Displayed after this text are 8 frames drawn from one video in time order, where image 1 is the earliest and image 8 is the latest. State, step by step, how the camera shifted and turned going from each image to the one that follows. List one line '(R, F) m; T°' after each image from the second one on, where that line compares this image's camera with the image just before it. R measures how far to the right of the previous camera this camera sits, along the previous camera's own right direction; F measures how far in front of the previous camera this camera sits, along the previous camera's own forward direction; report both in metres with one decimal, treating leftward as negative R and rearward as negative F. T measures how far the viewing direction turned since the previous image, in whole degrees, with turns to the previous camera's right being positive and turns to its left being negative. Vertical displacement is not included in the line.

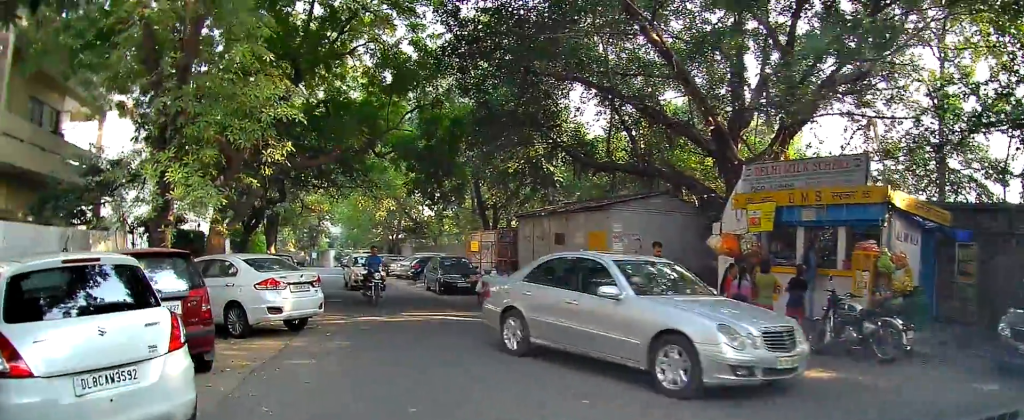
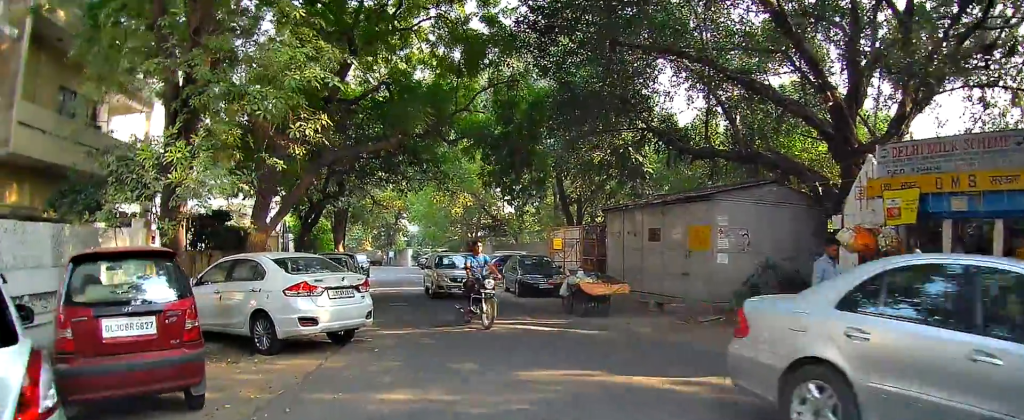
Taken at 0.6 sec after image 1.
(-0.3, +2.0) m; -8°
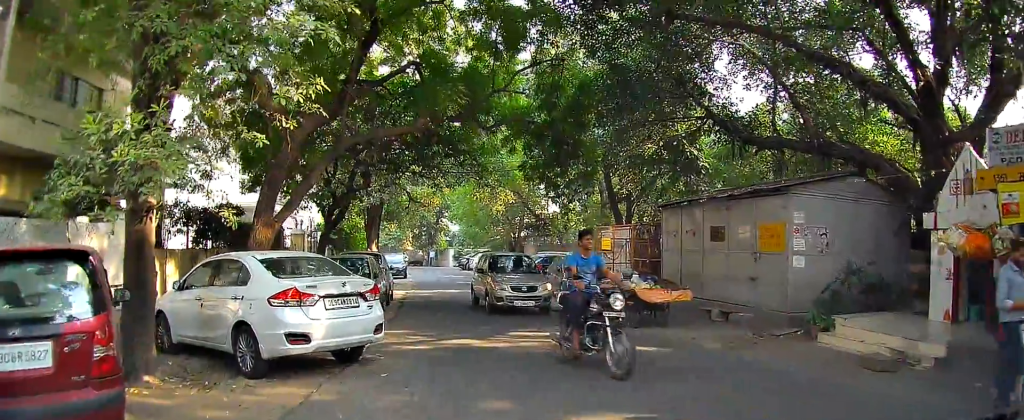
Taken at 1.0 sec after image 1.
(-0.1, +1.7) m; -6°
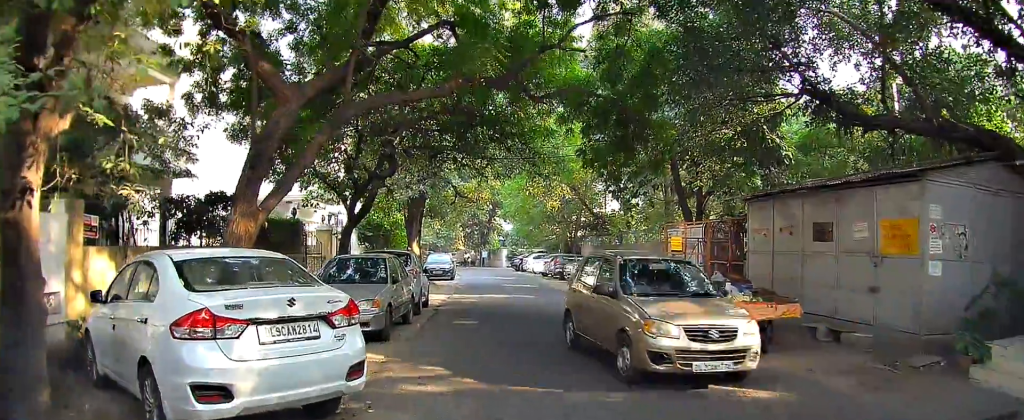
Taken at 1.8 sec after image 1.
(-0.2, +2.6) m; -6°
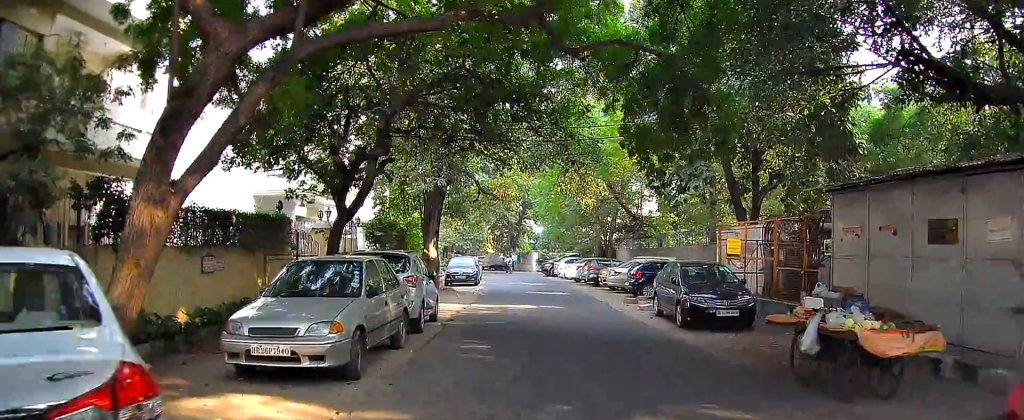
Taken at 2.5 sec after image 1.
(-0.2, +2.9) m; -5°
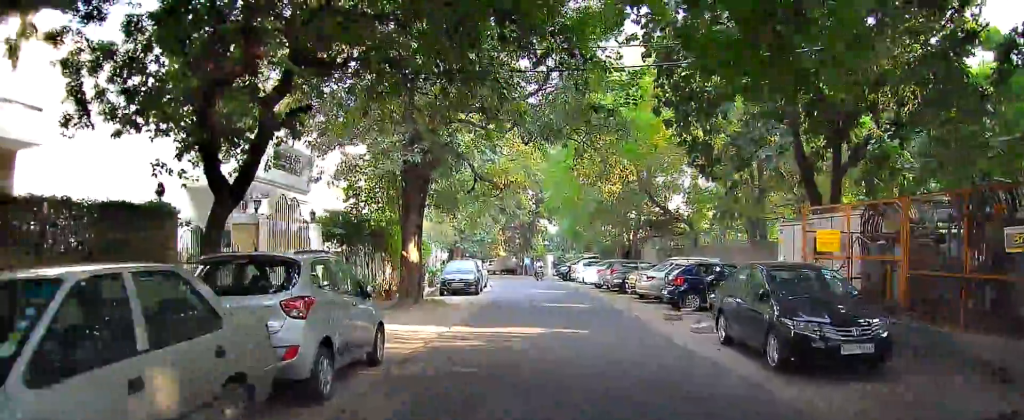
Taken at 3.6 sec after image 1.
(-0.2, +4.4) m; -2°
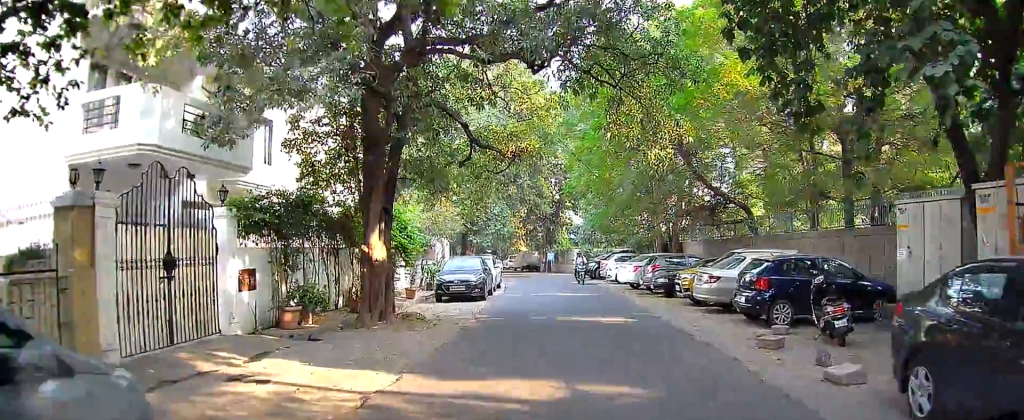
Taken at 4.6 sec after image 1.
(+0.1, +4.4) m; 0°
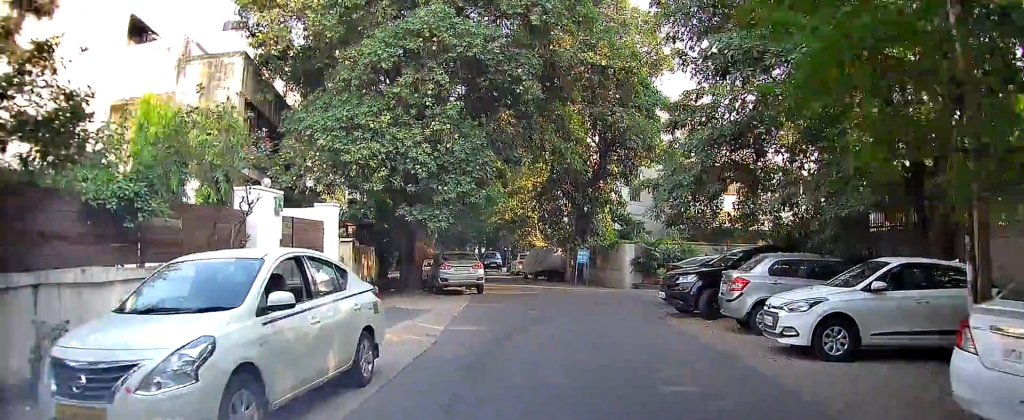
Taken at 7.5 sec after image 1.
(-0.4, +19.1) m; -1°
